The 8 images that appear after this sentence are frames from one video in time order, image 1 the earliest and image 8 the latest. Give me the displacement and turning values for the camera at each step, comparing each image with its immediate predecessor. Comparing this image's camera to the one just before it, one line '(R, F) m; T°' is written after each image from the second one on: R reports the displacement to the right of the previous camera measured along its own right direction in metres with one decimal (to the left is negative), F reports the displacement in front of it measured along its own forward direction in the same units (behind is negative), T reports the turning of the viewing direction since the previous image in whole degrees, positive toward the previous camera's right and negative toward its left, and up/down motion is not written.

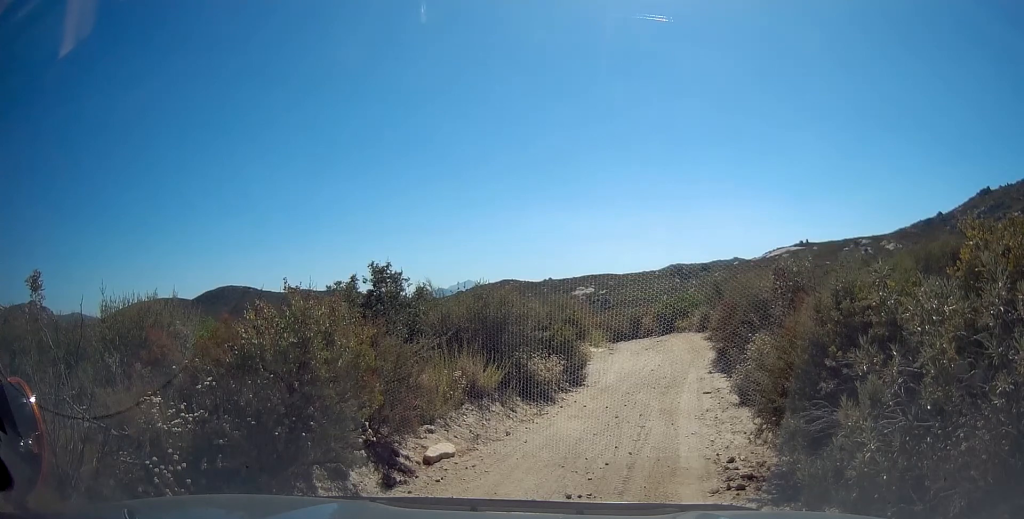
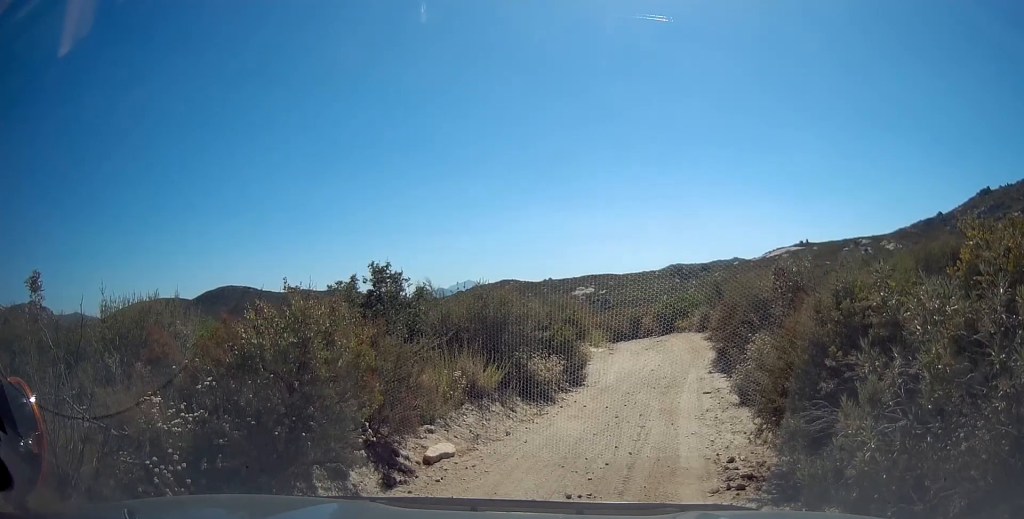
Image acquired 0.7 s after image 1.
(0.0, 0.0) m; 0°
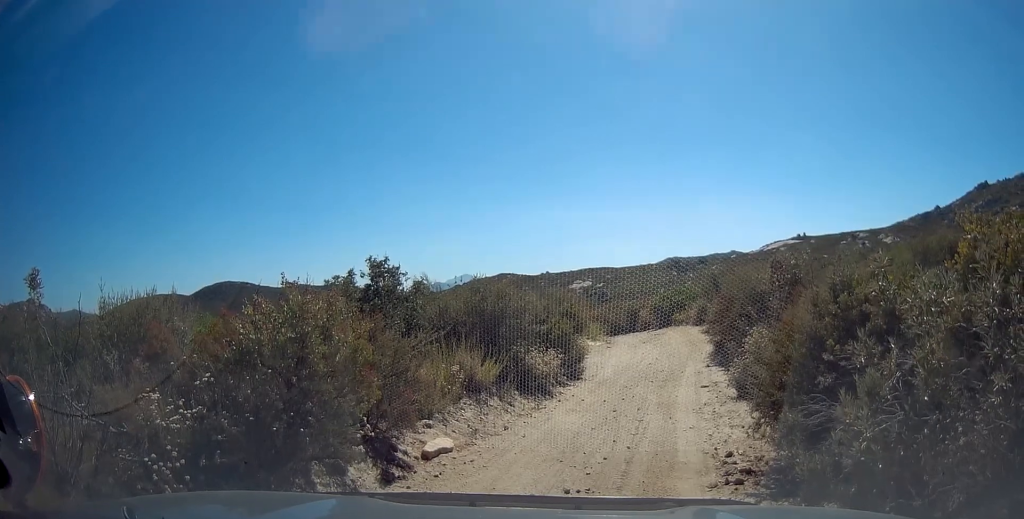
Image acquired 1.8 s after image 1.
(0.0, 0.0) m; 0°
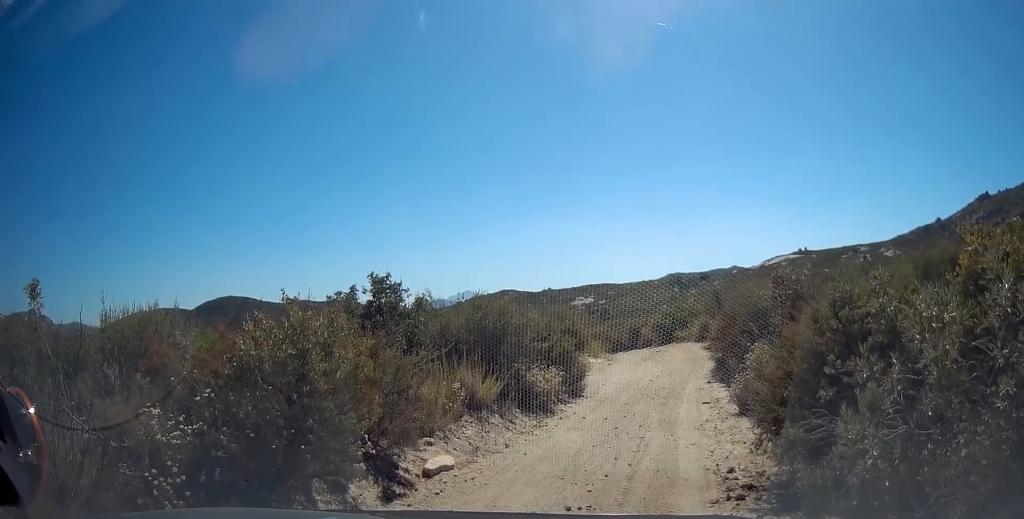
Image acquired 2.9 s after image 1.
(0.0, 0.0) m; 0°
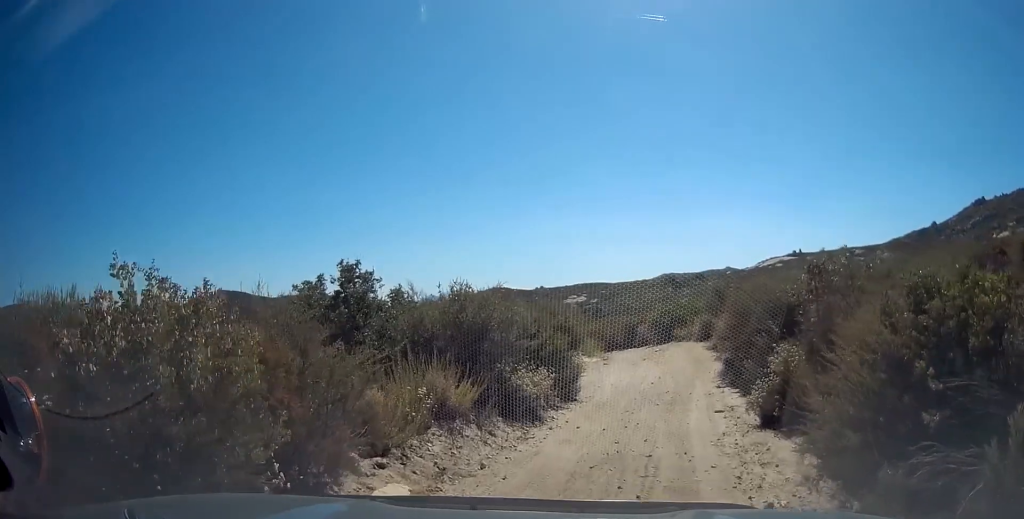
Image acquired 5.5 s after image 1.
(0.0, +0.7) m; +2°
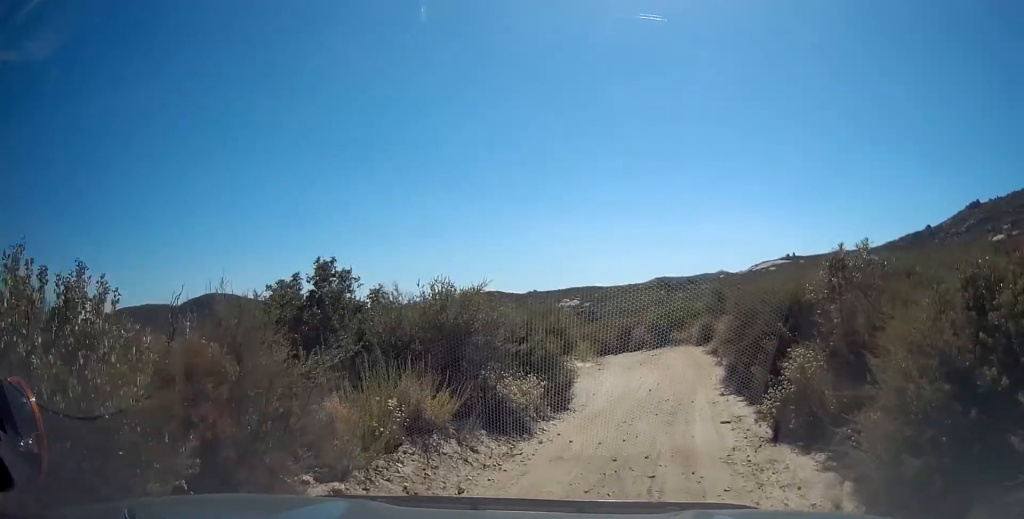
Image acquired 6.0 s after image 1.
(0.0, +0.6) m; +3°
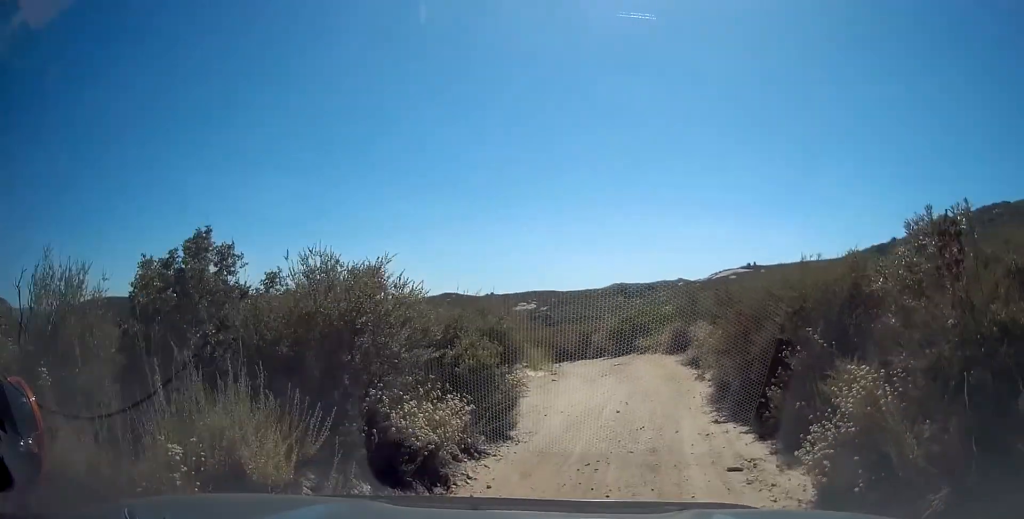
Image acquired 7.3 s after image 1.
(+0.1, +2.9) m; -3°
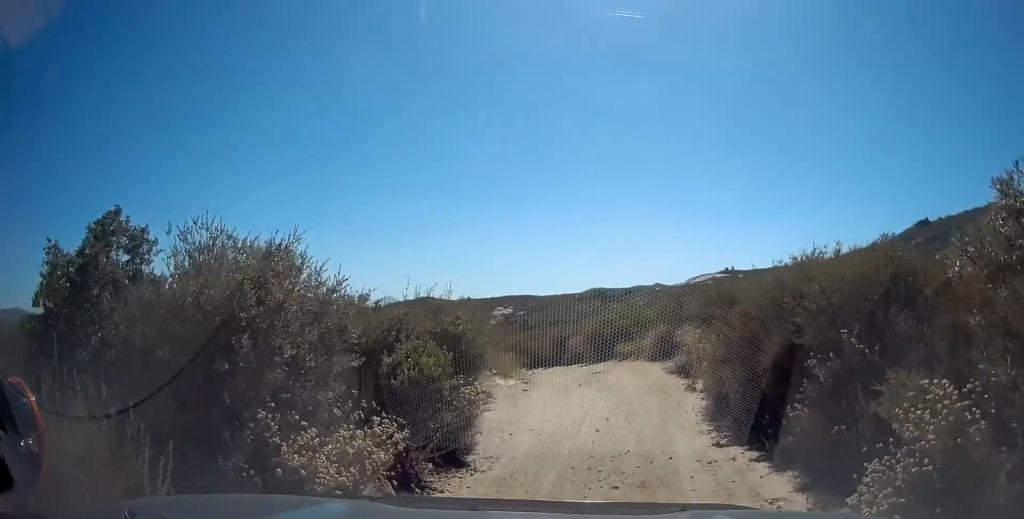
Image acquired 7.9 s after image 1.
(-0.2, +1.7) m; +1°
